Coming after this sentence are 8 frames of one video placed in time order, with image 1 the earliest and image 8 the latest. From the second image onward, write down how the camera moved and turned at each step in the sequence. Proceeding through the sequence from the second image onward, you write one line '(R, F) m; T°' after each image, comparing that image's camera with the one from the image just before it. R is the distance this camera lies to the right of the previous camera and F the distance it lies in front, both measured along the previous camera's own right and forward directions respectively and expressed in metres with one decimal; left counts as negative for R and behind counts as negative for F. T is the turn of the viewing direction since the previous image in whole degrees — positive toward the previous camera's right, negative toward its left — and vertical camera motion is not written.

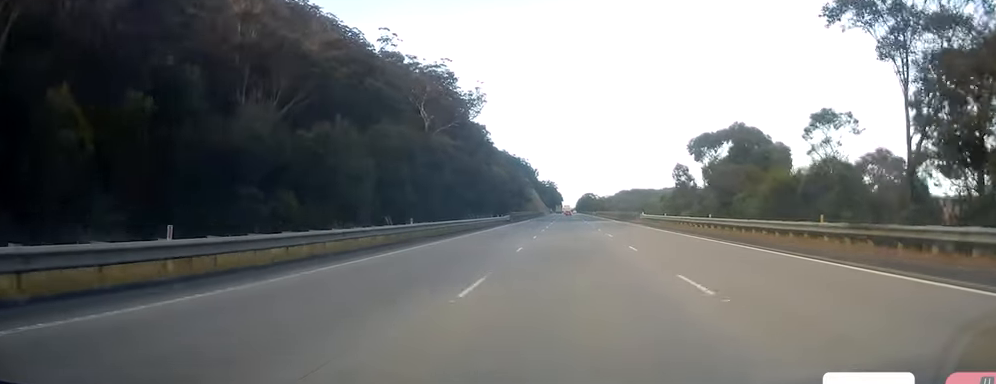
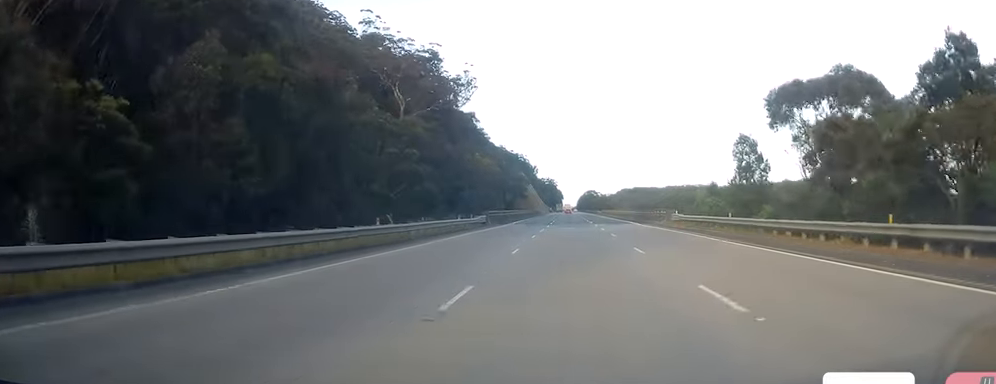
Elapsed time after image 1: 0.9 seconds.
(+0.1, +25.5) m; 0°
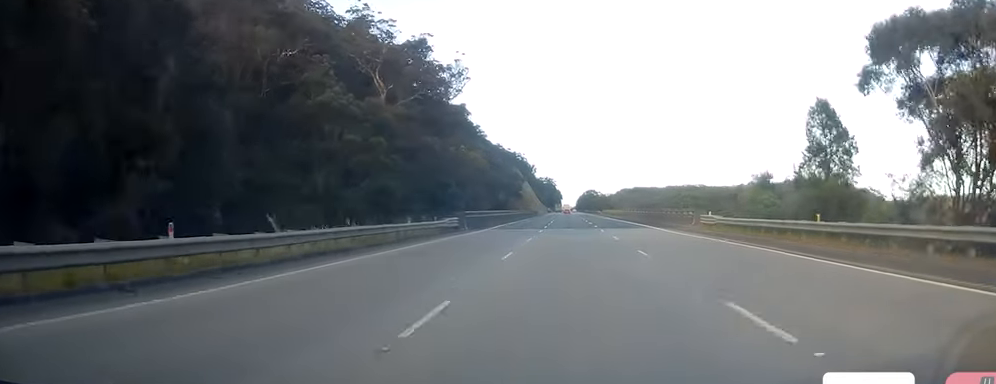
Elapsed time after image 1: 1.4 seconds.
(0.0, +14.2) m; 0°
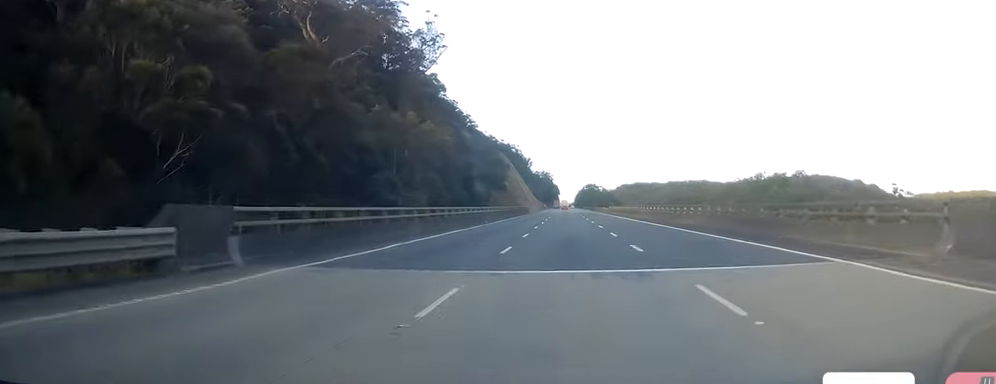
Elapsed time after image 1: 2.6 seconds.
(-0.3, +34.2) m; -1°
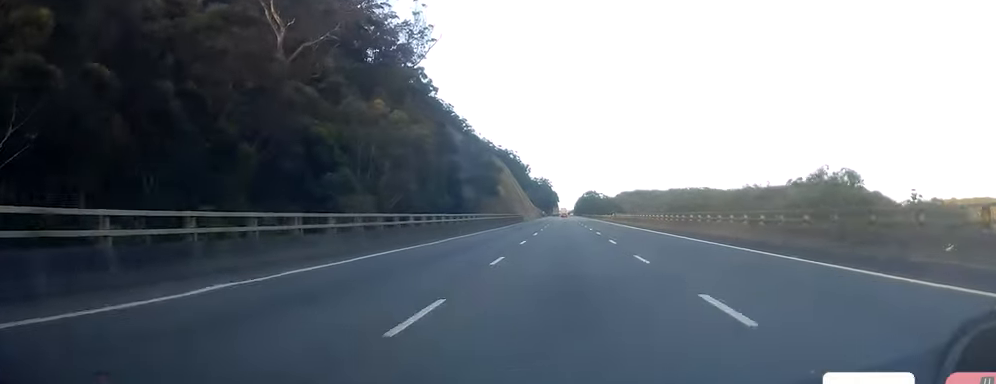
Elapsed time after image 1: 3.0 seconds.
(-0.2, +12.4) m; 0°
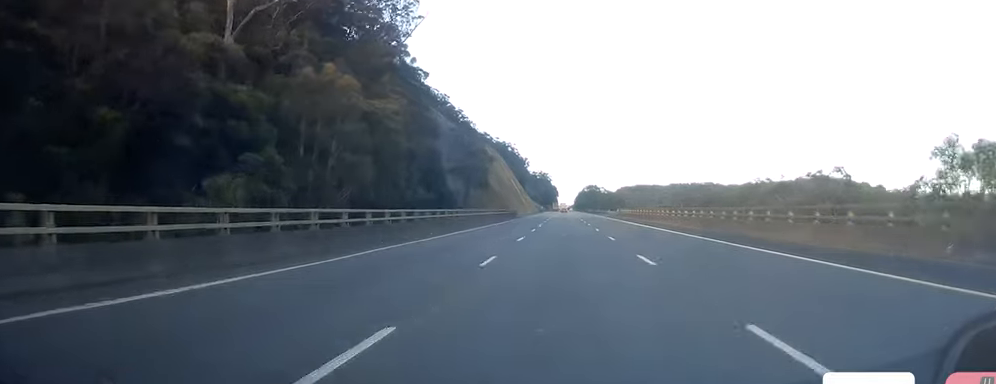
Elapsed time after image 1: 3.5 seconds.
(0.0, +13.4) m; 0°
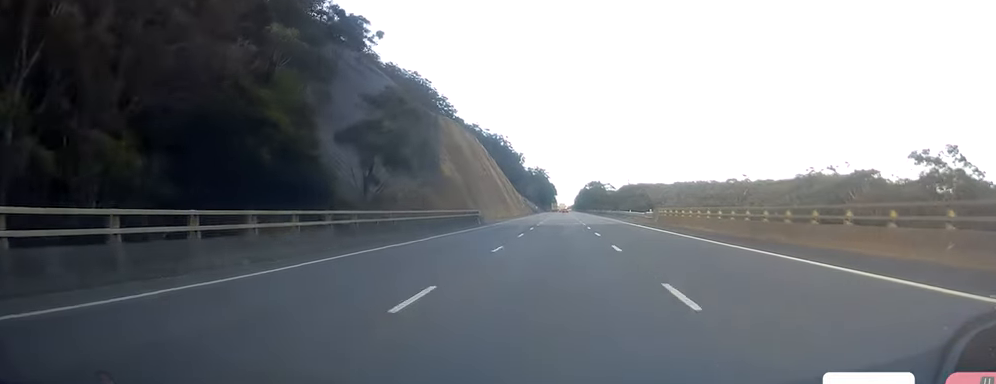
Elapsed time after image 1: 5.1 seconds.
(+0.6, +45.9) m; 0°
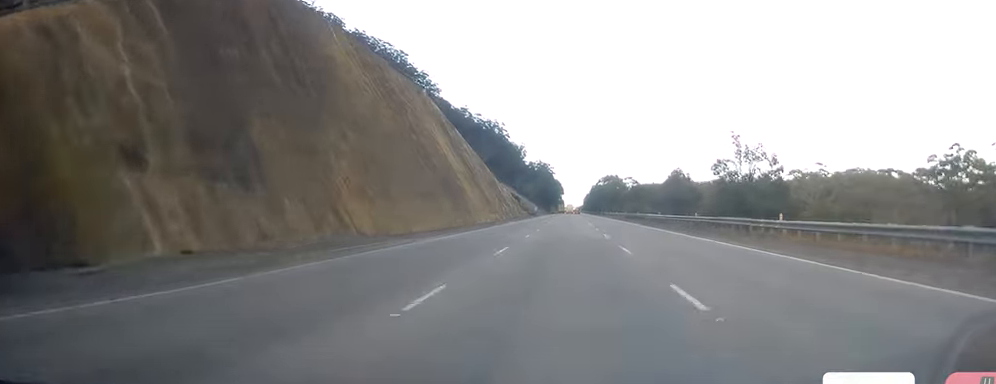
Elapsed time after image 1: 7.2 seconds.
(-0.1, +61.3) m; +1°
